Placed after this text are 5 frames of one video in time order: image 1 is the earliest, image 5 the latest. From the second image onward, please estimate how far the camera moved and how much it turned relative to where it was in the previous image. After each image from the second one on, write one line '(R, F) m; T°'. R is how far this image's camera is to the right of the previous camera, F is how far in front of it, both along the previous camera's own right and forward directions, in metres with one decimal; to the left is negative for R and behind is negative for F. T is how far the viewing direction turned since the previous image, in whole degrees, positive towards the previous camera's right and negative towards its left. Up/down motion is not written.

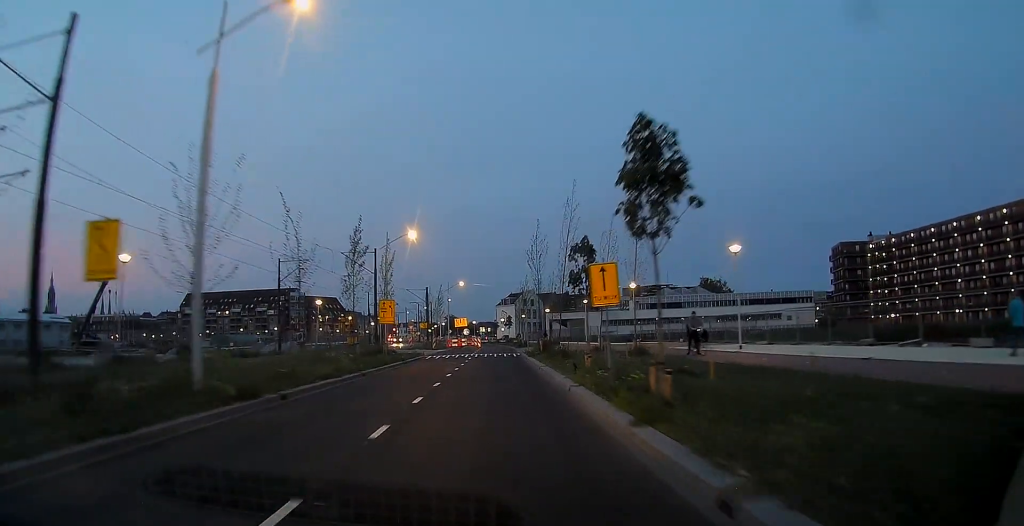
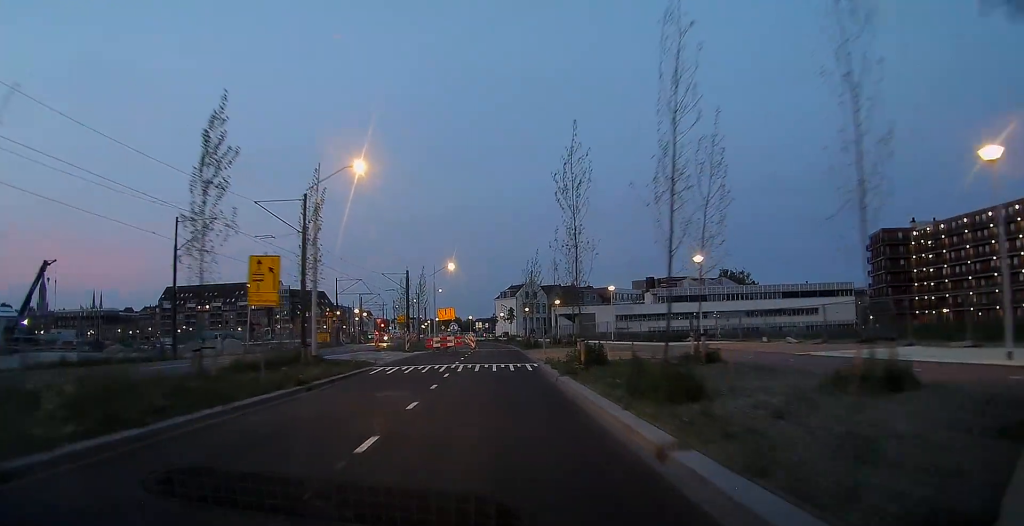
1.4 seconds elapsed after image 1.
(-0.3, +17.2) m; 0°
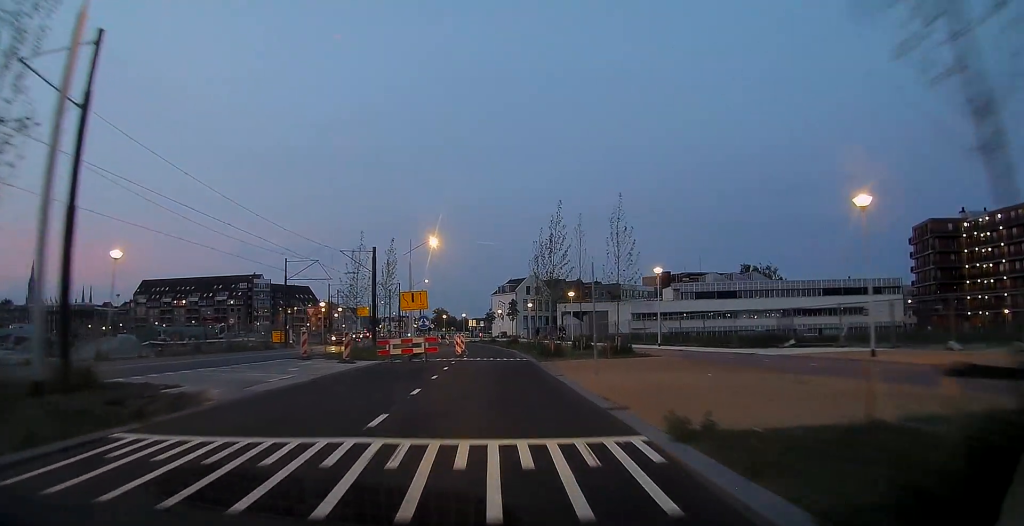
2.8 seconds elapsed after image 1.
(+0.2, +16.9) m; 0°
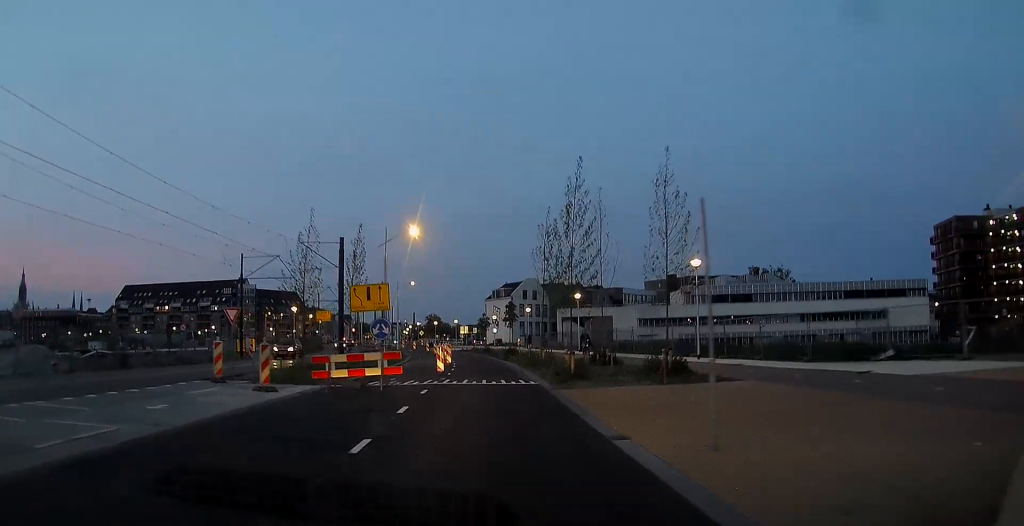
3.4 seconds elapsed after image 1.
(0.0, +8.4) m; 0°
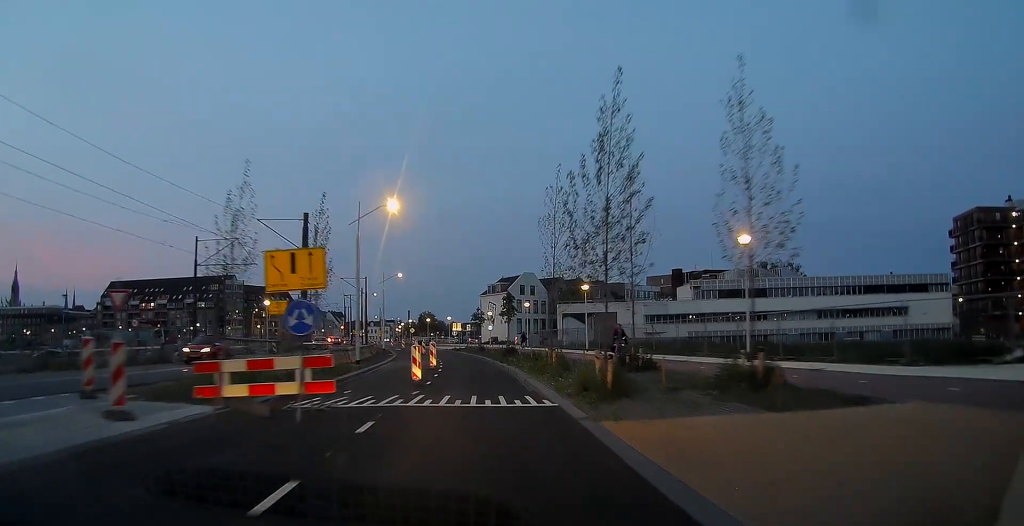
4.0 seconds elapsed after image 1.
(0.0, +7.1) m; 0°
